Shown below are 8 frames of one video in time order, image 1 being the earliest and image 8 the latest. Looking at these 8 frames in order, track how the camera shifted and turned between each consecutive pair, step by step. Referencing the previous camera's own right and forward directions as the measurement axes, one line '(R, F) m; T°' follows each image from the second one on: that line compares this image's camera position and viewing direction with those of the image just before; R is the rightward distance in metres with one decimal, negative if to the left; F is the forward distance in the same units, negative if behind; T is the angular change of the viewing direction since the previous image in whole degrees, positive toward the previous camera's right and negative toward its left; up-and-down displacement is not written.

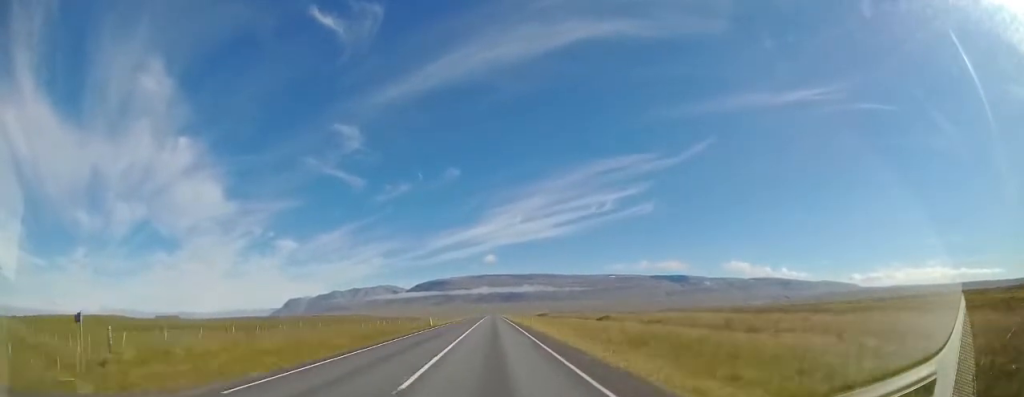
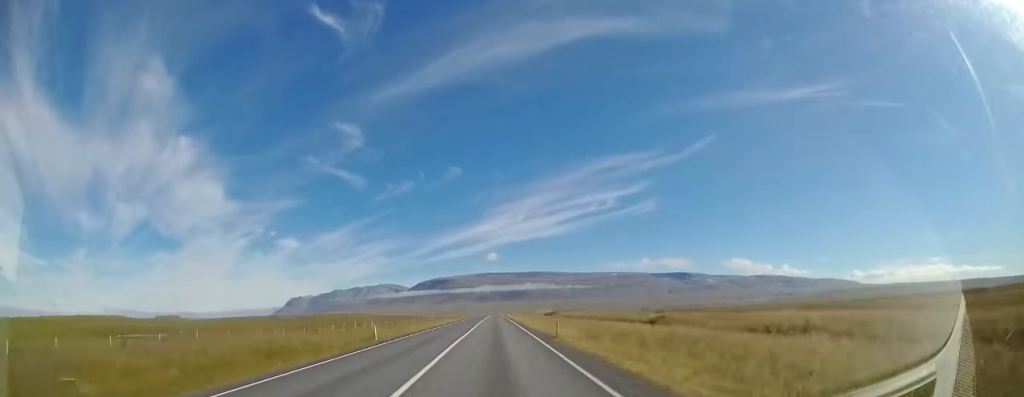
(+0.1, +19.6) m; +1°
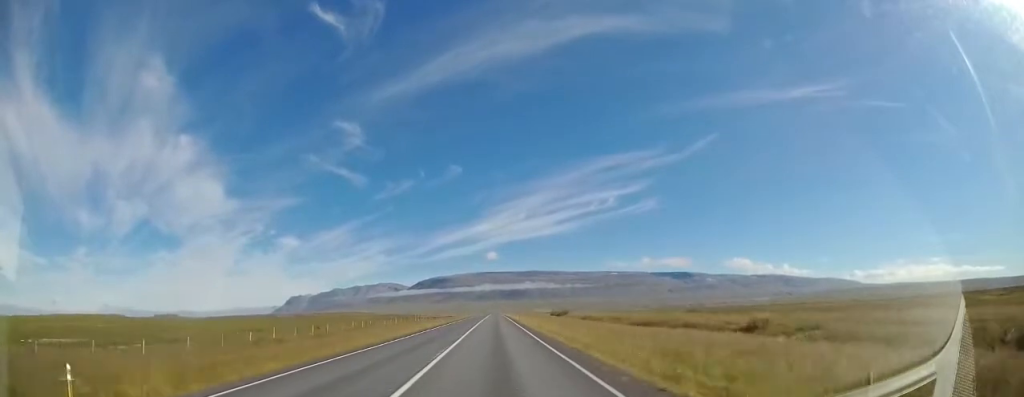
(+0.3, +17.2) m; +1°
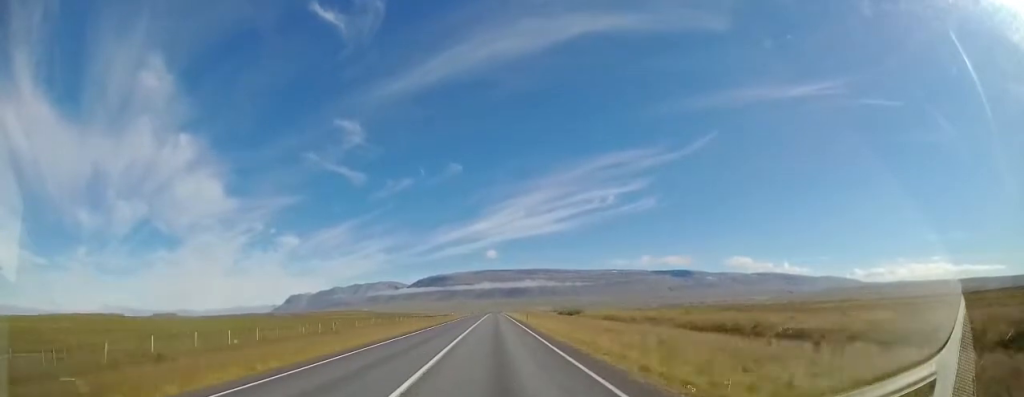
(+0.3, +14.9) m; 0°
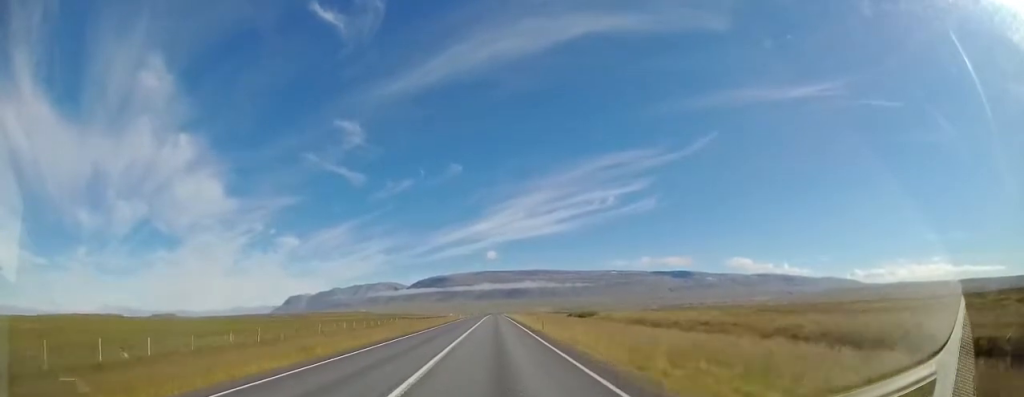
(-0.3, +12.3) m; -1°
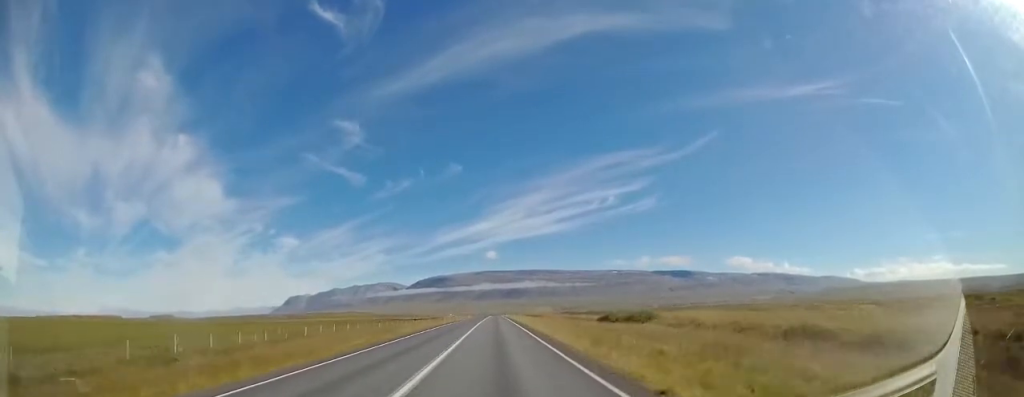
(-0.3, +26.7) m; 0°
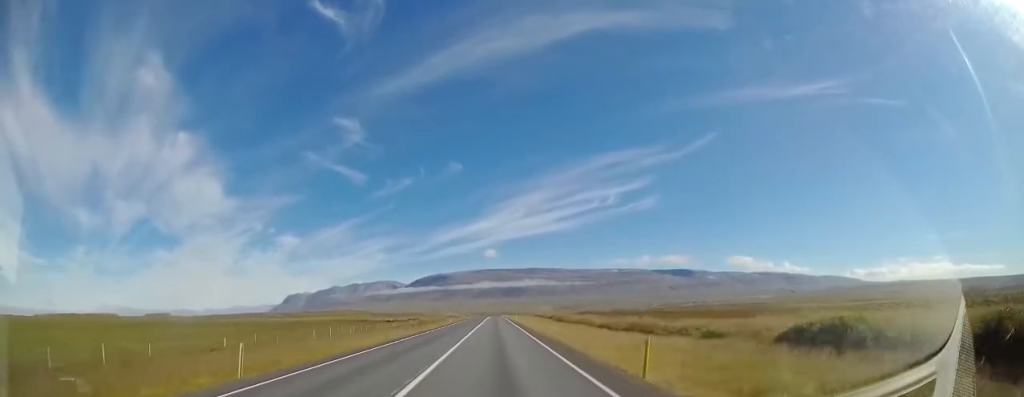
(+0.5, +42.0) m; 0°
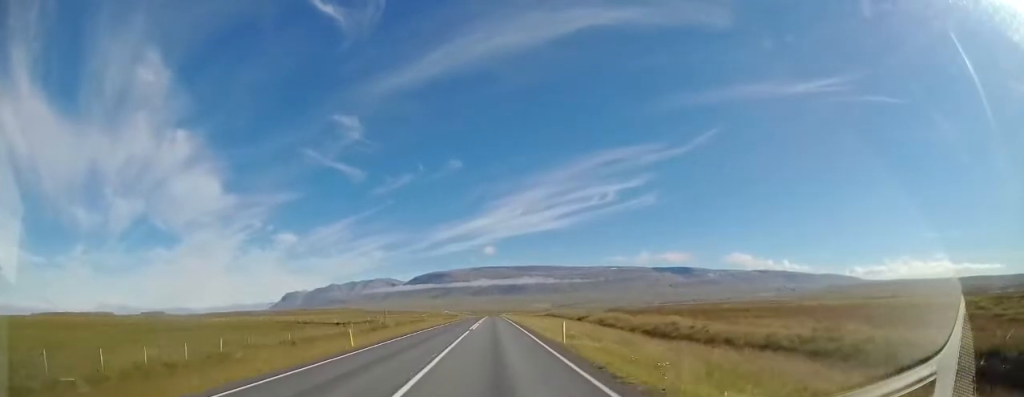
(-0.4, +39.9) m; 0°
